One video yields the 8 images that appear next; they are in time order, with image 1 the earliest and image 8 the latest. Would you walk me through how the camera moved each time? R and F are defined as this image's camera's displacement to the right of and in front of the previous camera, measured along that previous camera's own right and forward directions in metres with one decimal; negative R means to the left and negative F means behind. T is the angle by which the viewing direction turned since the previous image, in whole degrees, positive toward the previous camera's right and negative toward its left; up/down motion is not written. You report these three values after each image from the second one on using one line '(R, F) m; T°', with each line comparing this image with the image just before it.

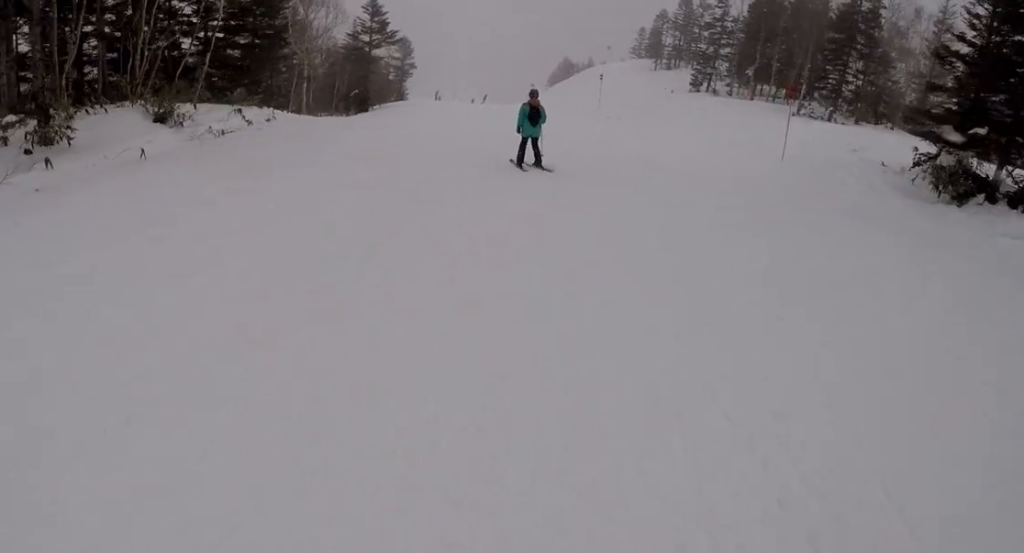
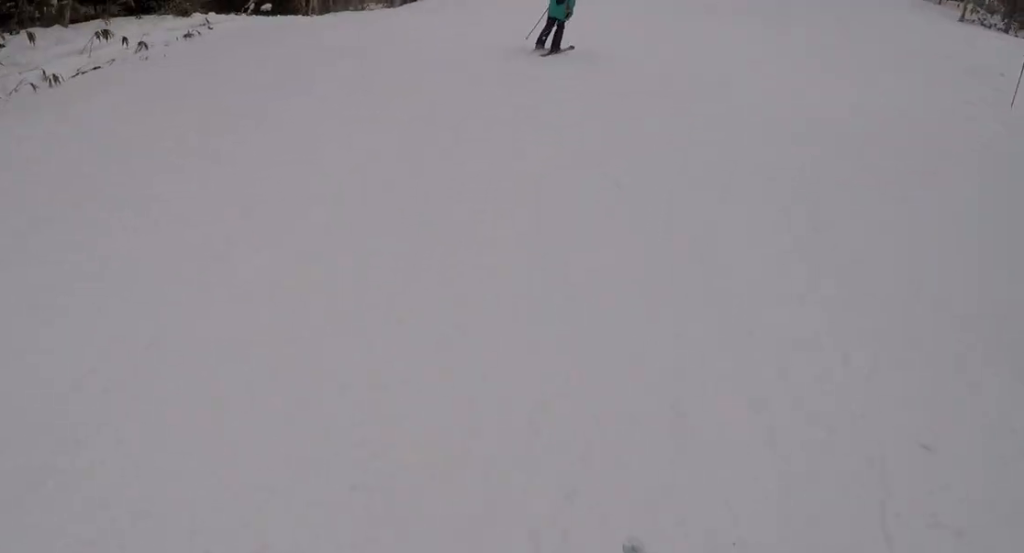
(-0.4, +7.0) m; -8°
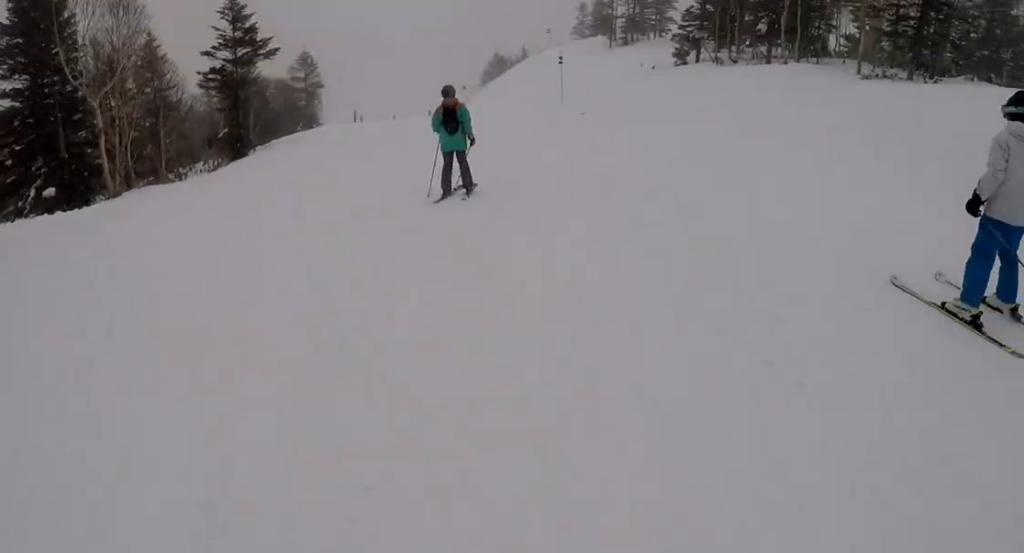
(-0.8, +5.7) m; -4°
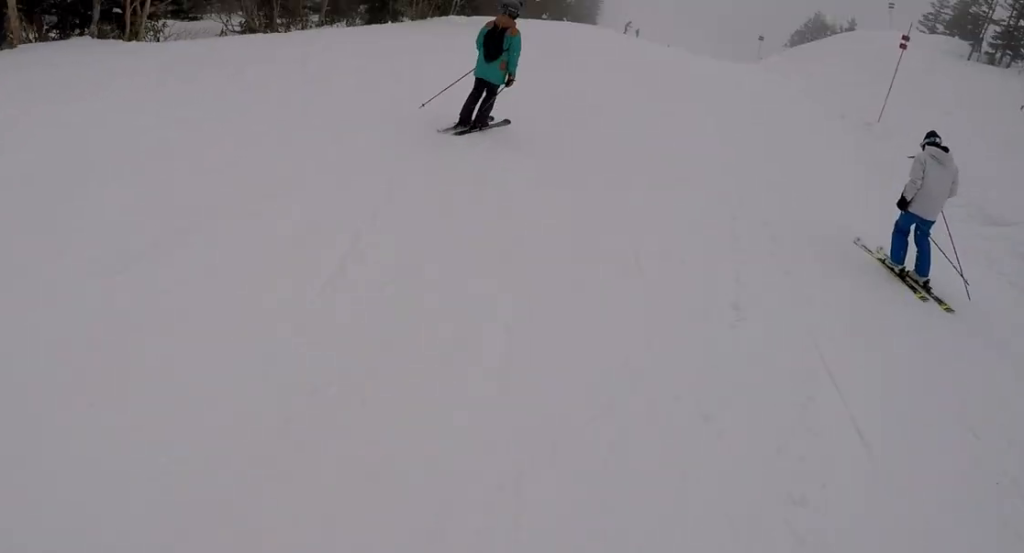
(+1.3, +12.3) m; +7°
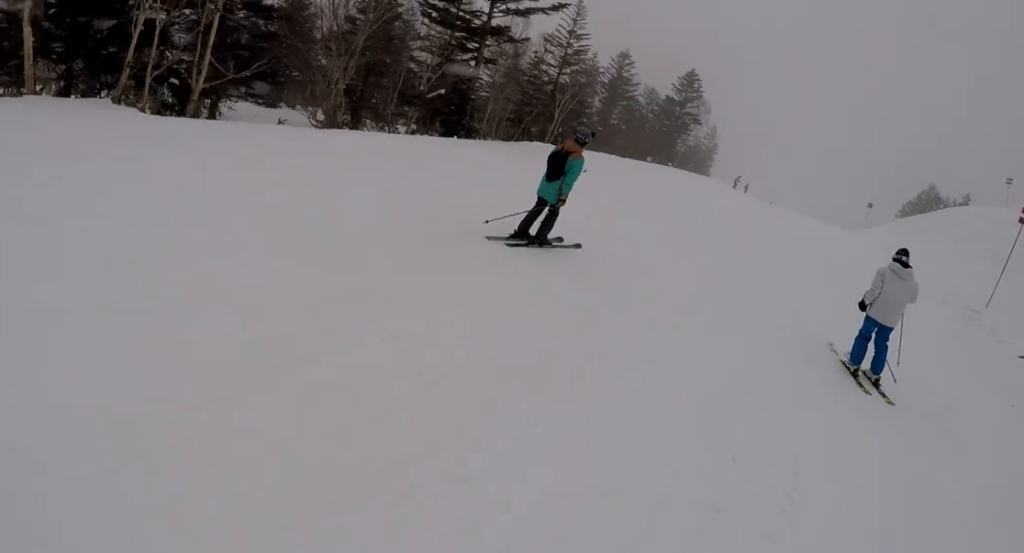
(0.0, +3.0) m; -4°
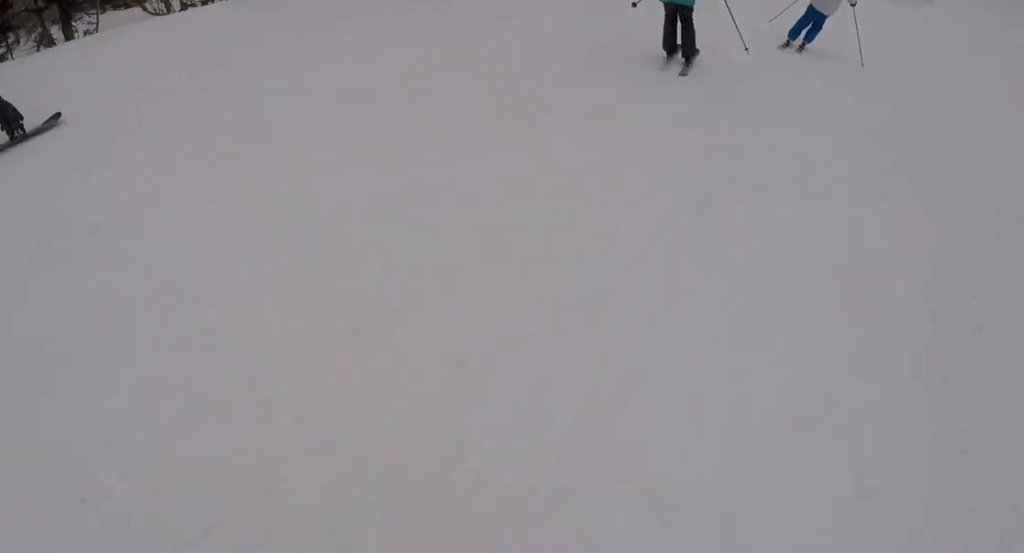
(-0.7, +7.0) m; -8°
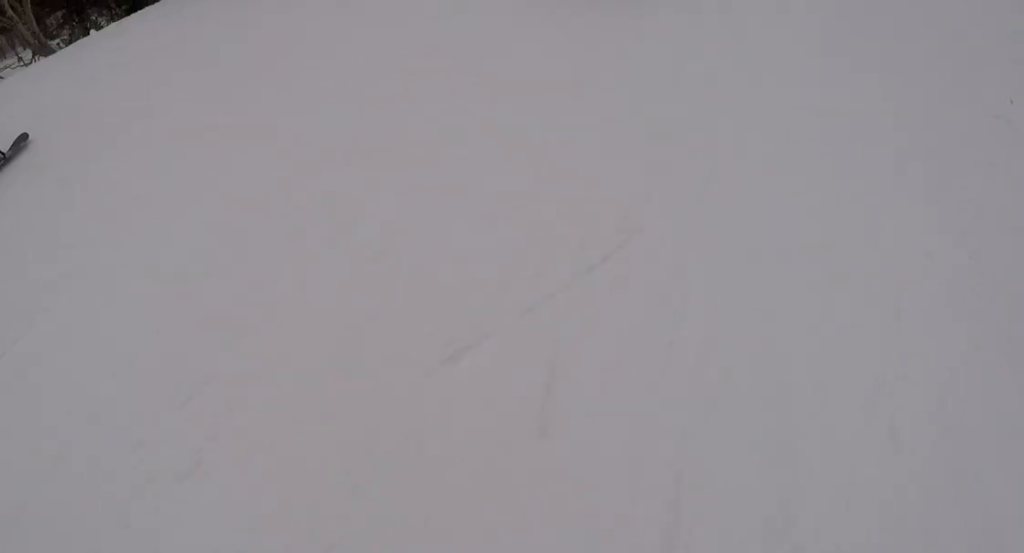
(-0.6, +3.1) m; -1°
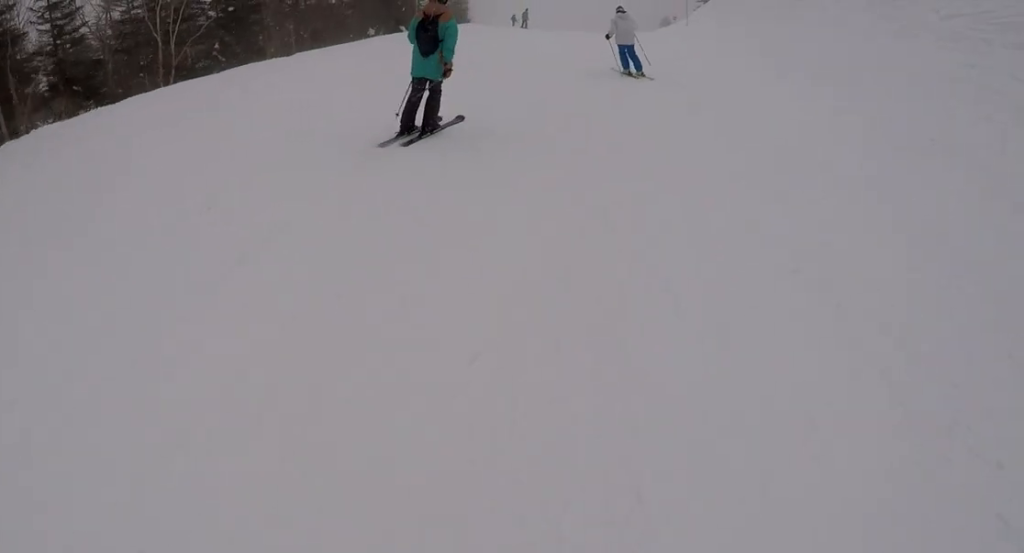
(+1.0, +5.2) m; +2°
